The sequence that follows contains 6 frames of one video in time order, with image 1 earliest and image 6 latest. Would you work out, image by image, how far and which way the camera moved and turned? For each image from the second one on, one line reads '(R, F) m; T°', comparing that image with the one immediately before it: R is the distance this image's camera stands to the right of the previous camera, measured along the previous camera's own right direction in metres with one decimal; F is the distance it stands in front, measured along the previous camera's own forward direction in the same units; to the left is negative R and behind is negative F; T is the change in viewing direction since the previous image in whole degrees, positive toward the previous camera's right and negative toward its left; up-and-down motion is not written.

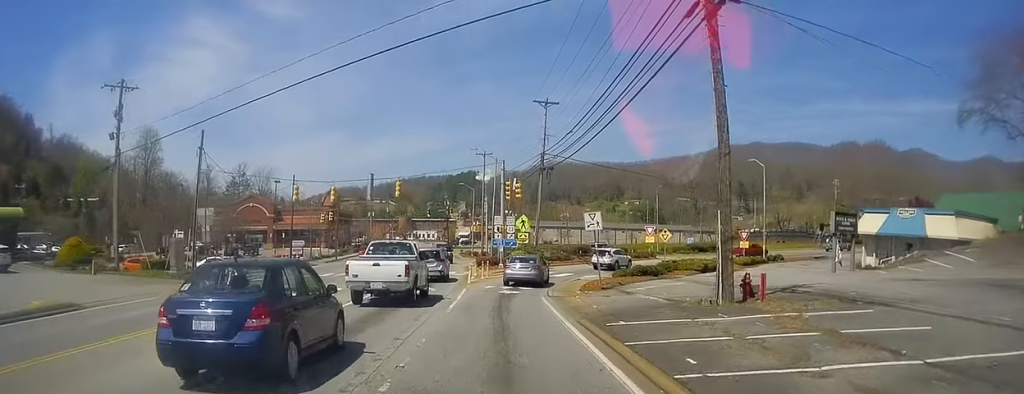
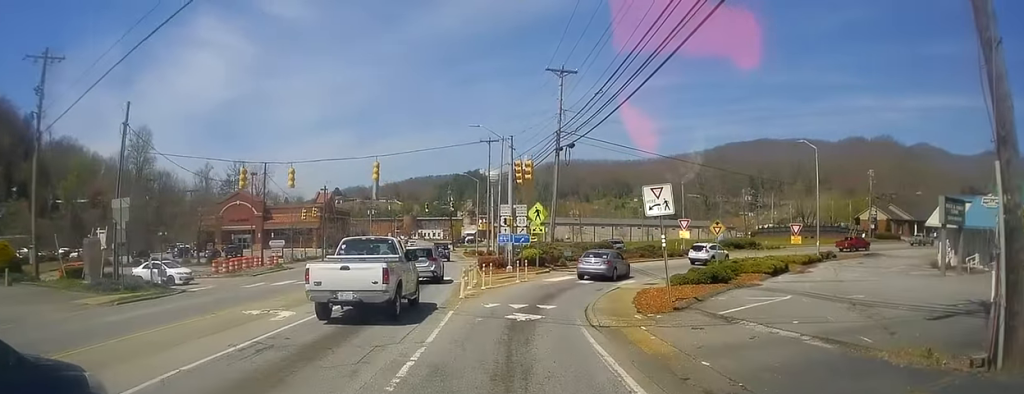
(+0.1, +9.9) m; +3°
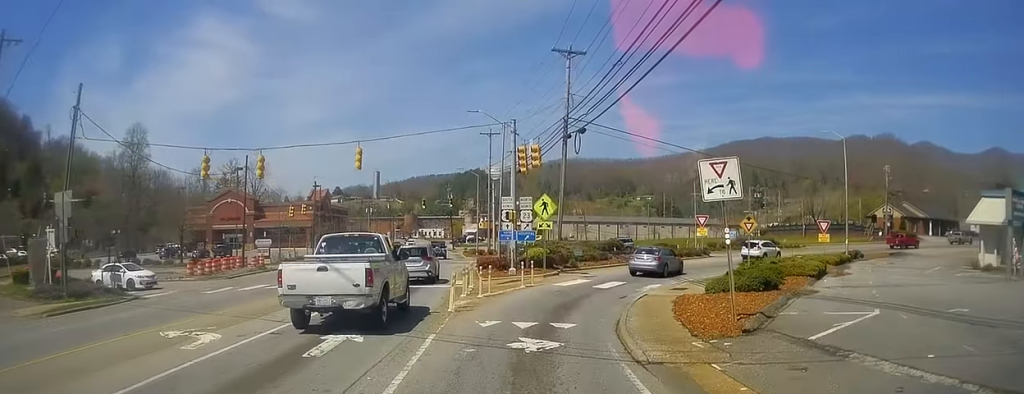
(+0.4, +4.5) m; +1°
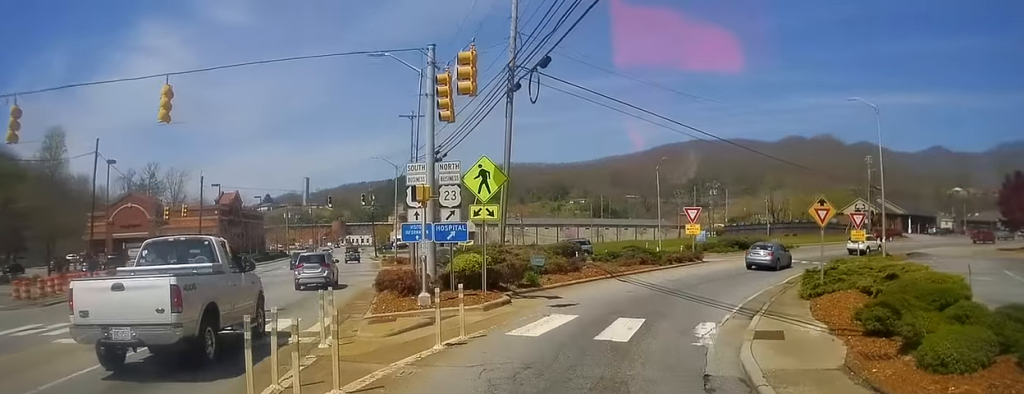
(-0.5, +13.0) m; +1°
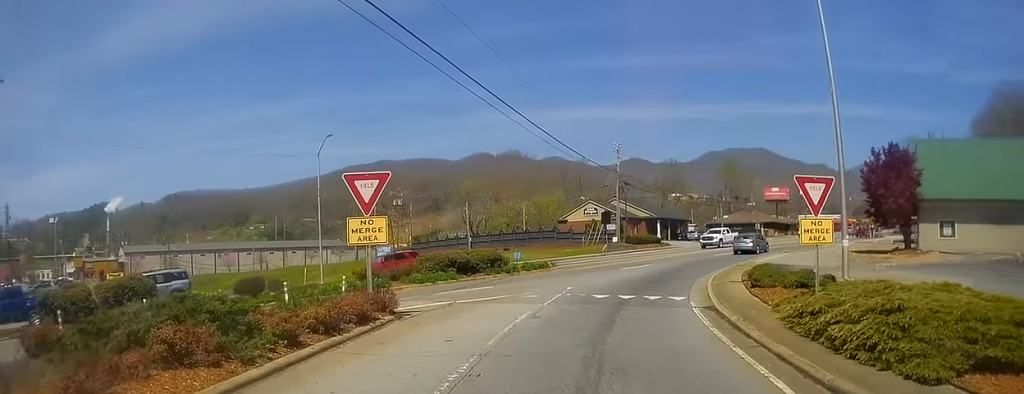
(+6.9, +22.3) m; +31°
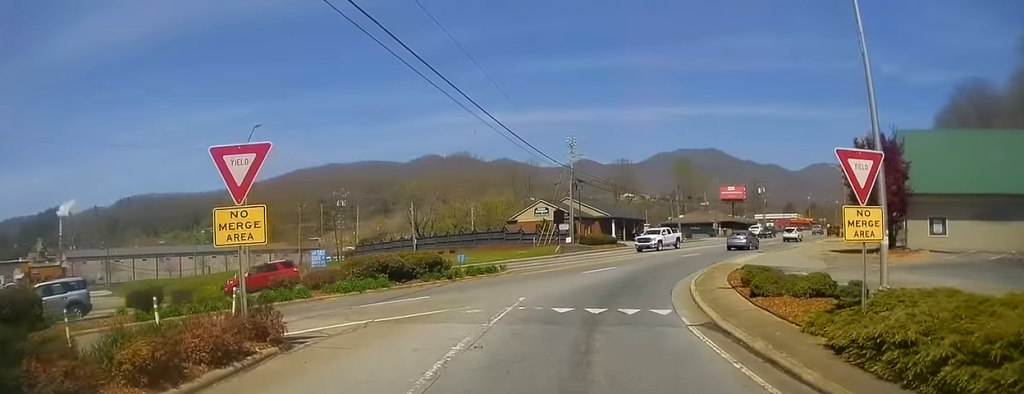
(-0.1, +4.1) m; +4°
